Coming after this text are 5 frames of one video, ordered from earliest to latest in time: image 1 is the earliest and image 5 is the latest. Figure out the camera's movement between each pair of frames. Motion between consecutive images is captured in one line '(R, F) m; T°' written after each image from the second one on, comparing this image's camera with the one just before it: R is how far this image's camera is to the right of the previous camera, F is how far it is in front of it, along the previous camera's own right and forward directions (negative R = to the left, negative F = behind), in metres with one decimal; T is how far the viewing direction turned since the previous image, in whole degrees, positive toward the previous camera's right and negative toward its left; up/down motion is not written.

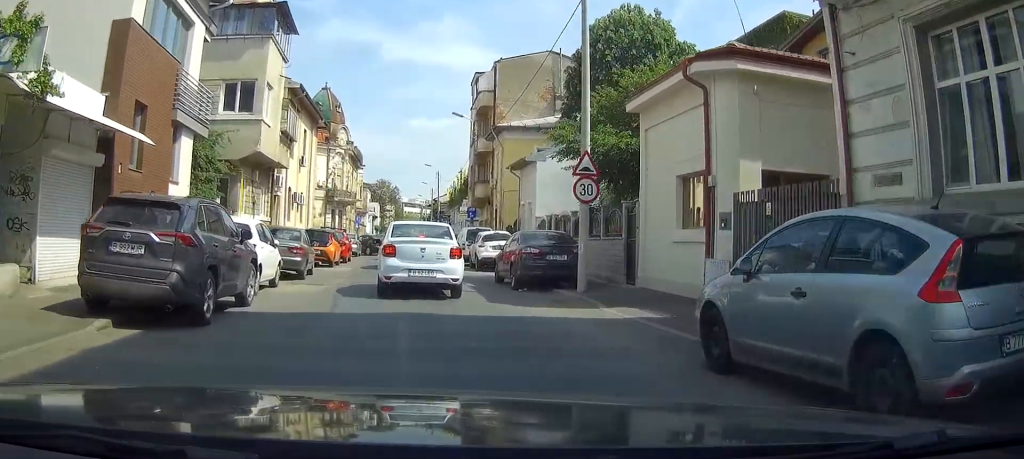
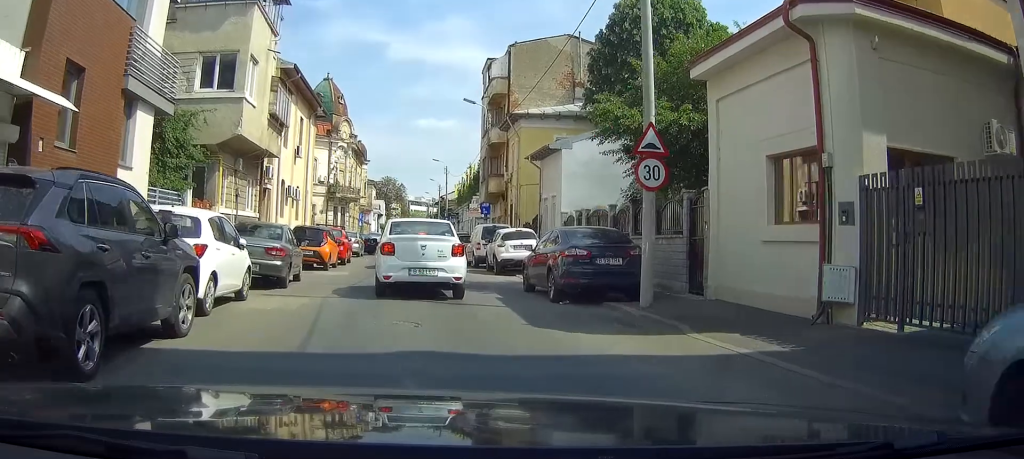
(0.0, +4.0) m; 0°
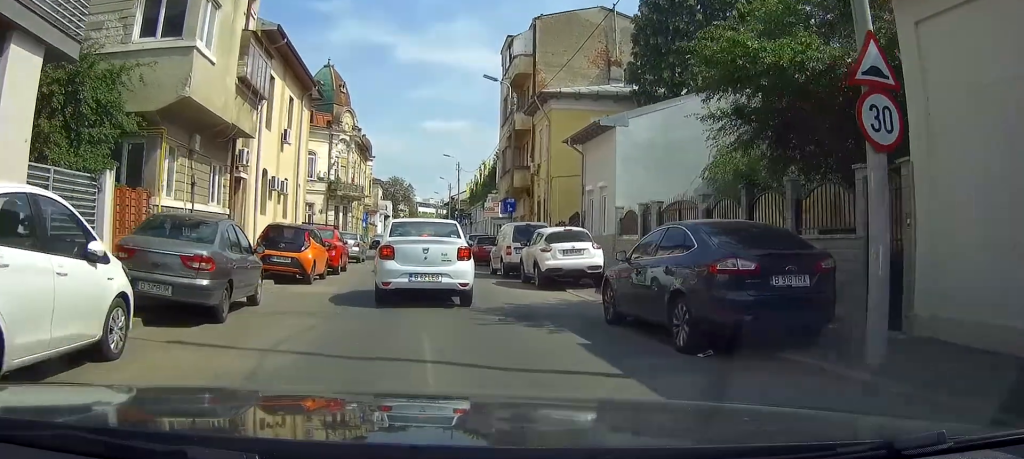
(+0.1, +6.4) m; +1°
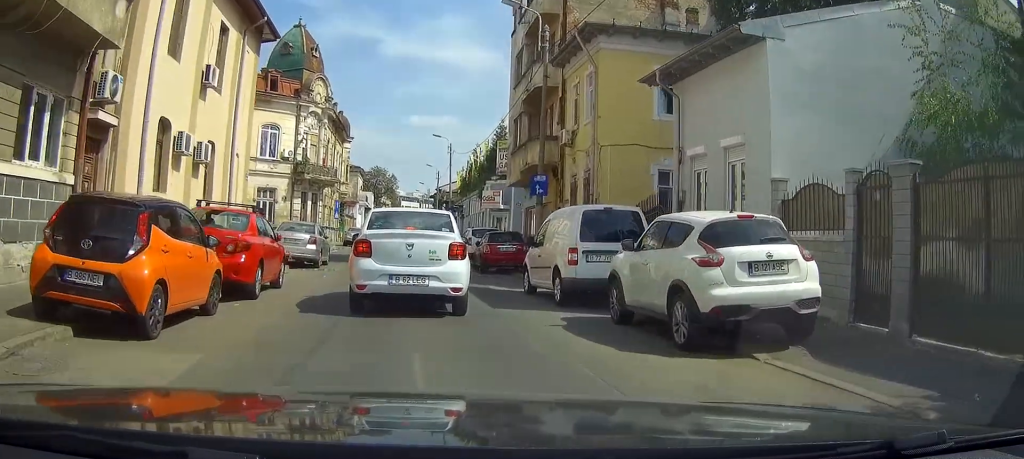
(-0.3, +10.7) m; -4°
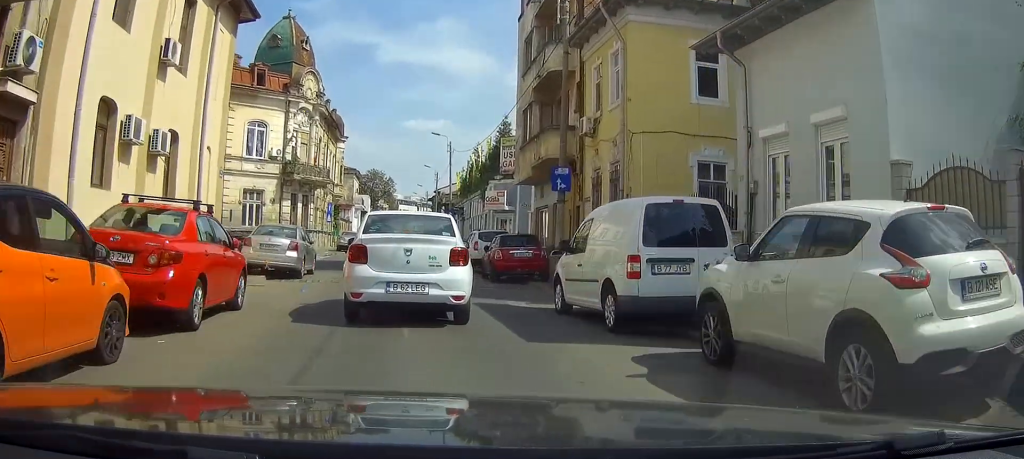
(0.0, +3.4) m; -3°
